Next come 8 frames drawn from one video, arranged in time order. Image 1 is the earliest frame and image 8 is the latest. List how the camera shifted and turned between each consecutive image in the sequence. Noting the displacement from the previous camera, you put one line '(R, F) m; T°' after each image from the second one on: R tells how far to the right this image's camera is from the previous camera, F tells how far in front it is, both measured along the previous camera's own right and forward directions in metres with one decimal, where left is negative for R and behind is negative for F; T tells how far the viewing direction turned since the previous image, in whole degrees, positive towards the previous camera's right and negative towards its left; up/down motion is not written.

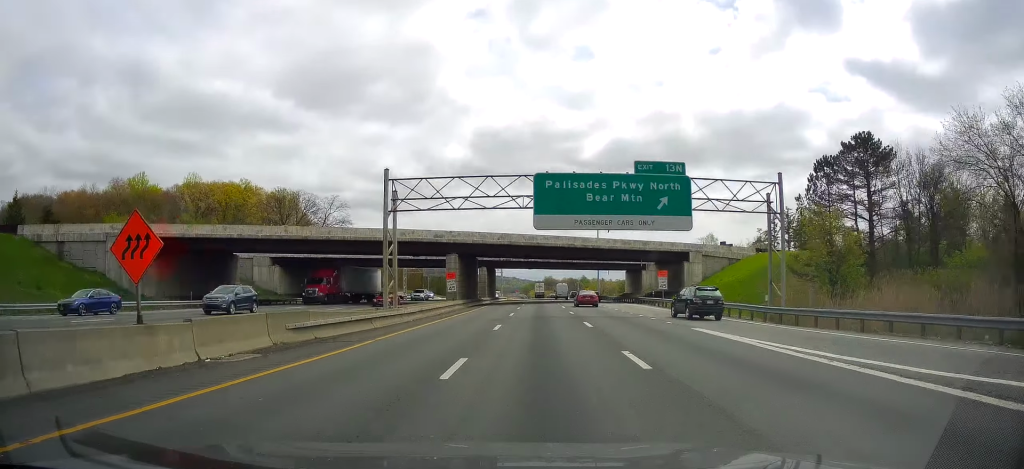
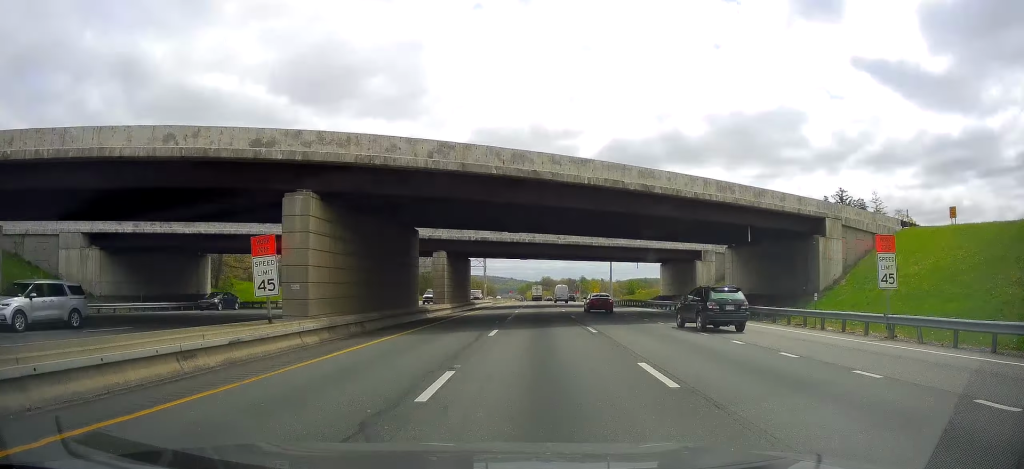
(-0.1, +38.4) m; -1°
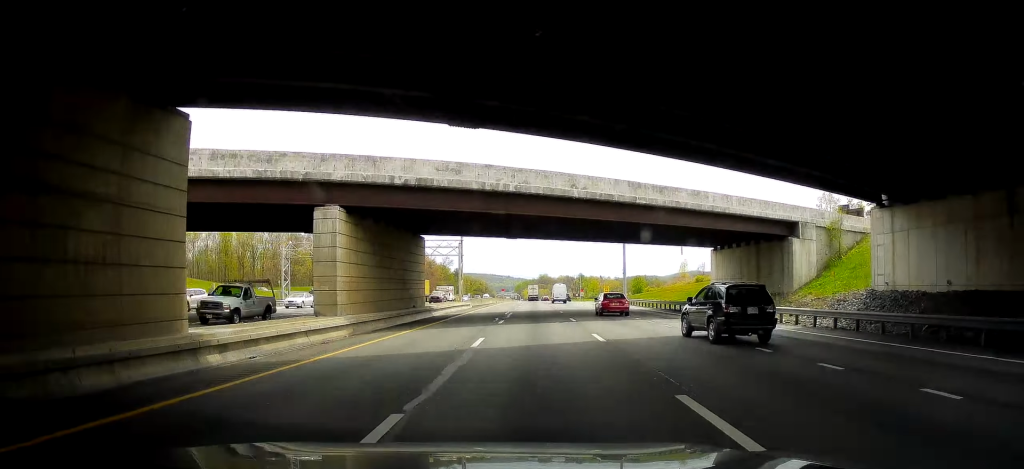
(-0.1, +28.0) m; 0°
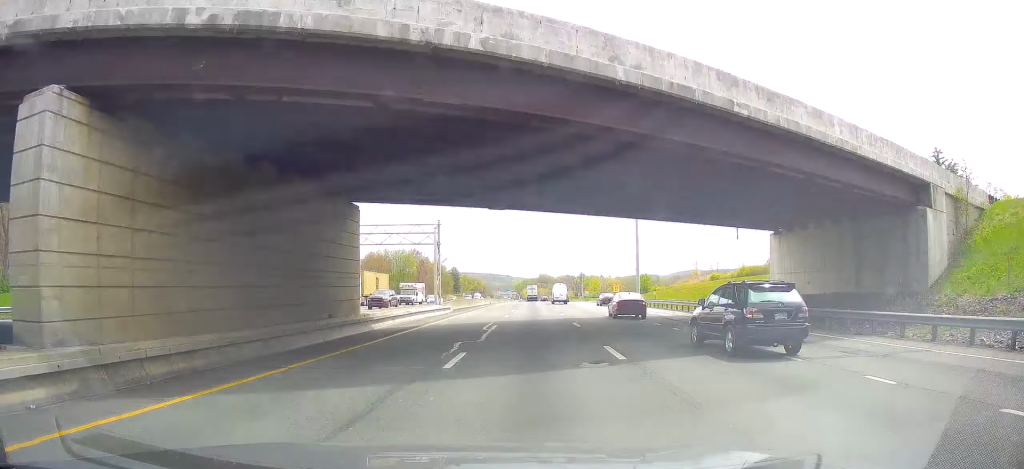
(0.0, +16.6) m; 0°
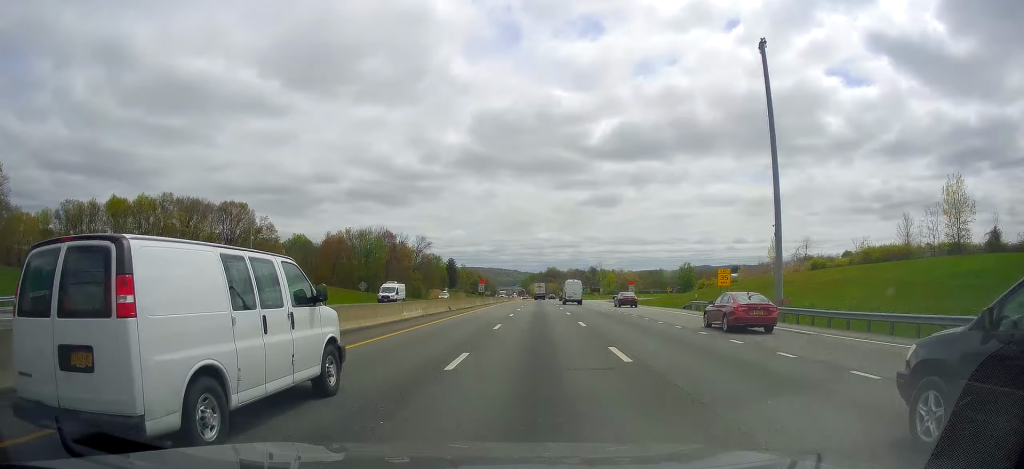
(+0.1, +61.1) m; 0°
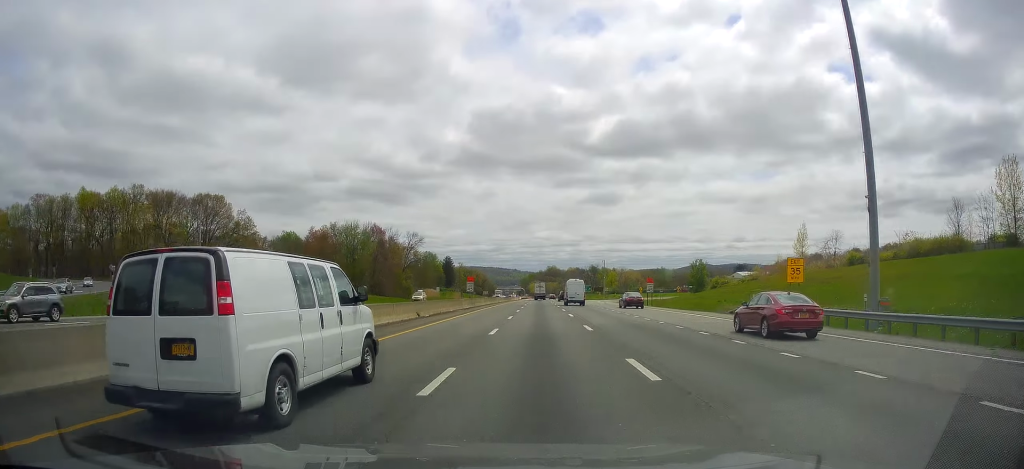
(0.0, +14.6) m; 0°
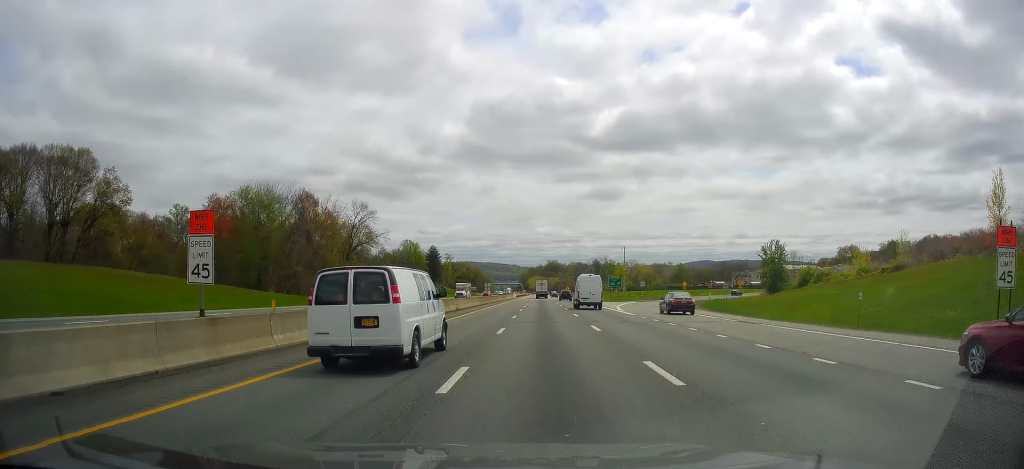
(+0.5, +59.9) m; +1°
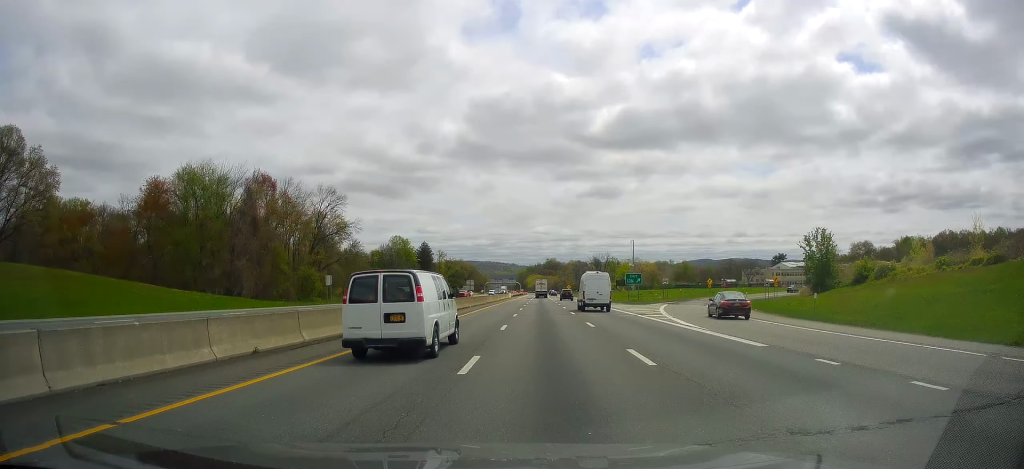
(+0.1, +22.2) m; -1°
